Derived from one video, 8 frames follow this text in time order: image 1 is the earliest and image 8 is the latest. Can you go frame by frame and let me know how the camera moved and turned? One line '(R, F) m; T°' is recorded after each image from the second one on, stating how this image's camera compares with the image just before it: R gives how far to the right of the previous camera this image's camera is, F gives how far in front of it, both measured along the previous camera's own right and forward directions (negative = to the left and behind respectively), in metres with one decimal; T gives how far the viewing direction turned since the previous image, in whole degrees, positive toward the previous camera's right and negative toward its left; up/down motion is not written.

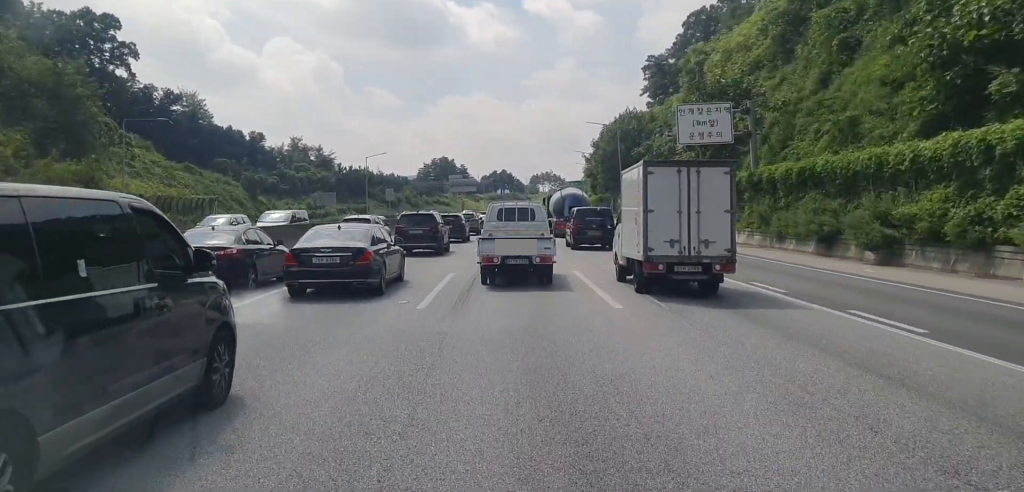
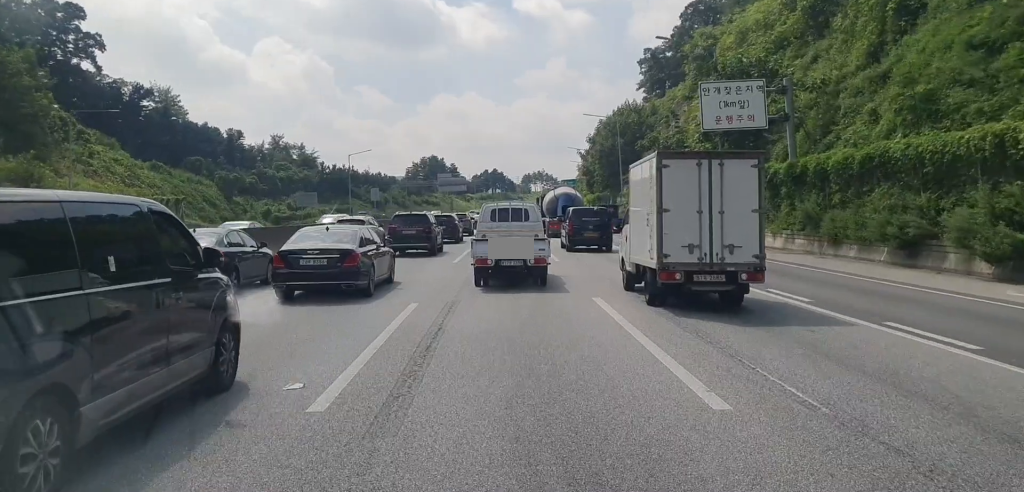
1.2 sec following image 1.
(+0.3, +7.0) m; 0°
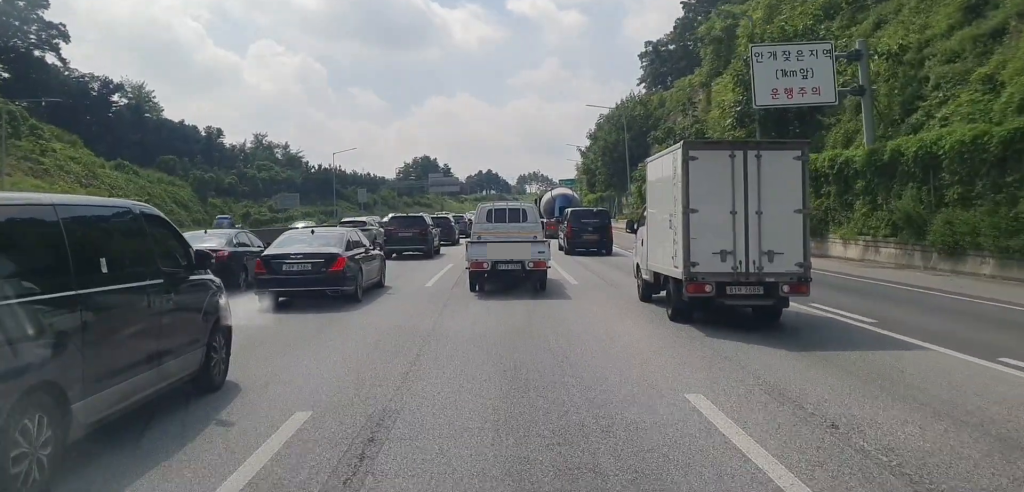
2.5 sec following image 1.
(-0.2, +7.8) m; 0°
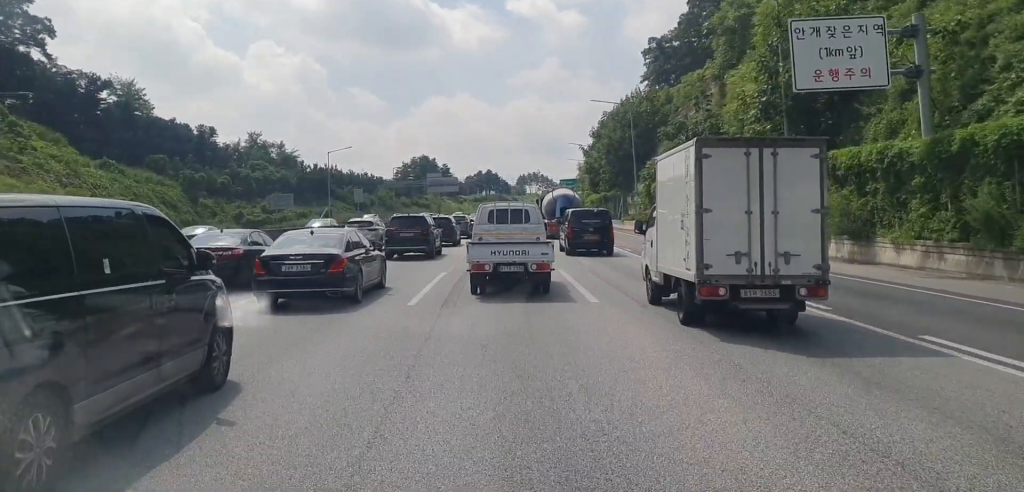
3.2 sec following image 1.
(+0.2, +4.1) m; 0°
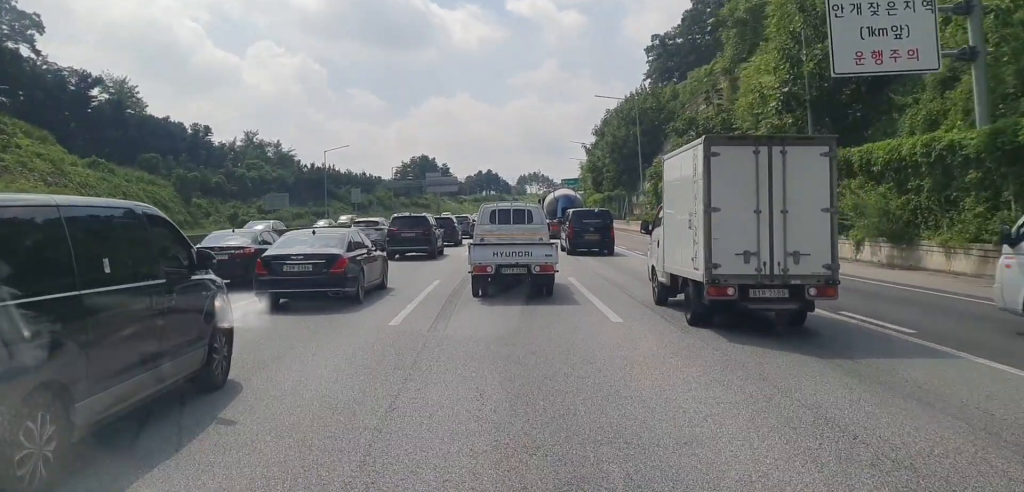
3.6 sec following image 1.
(-0.2, +2.6) m; 0°
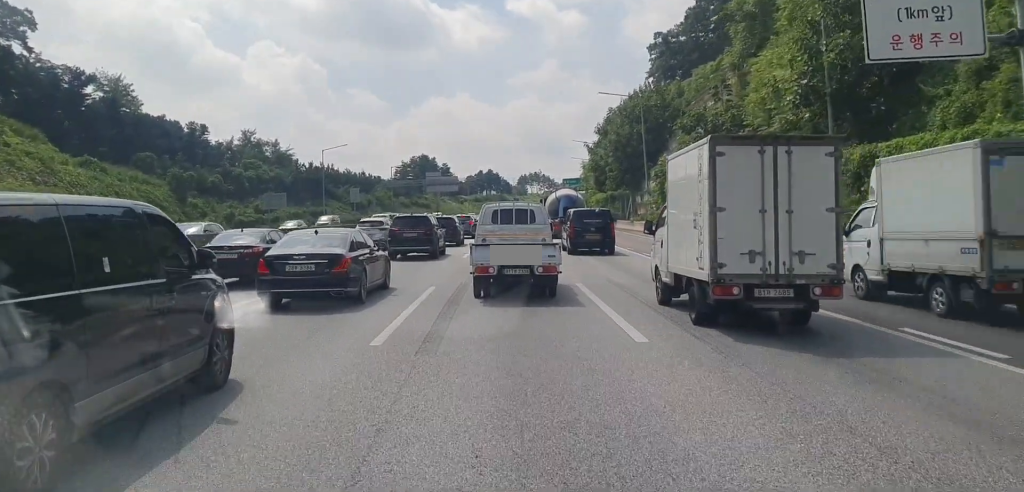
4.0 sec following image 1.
(-0.1, +2.2) m; 0°
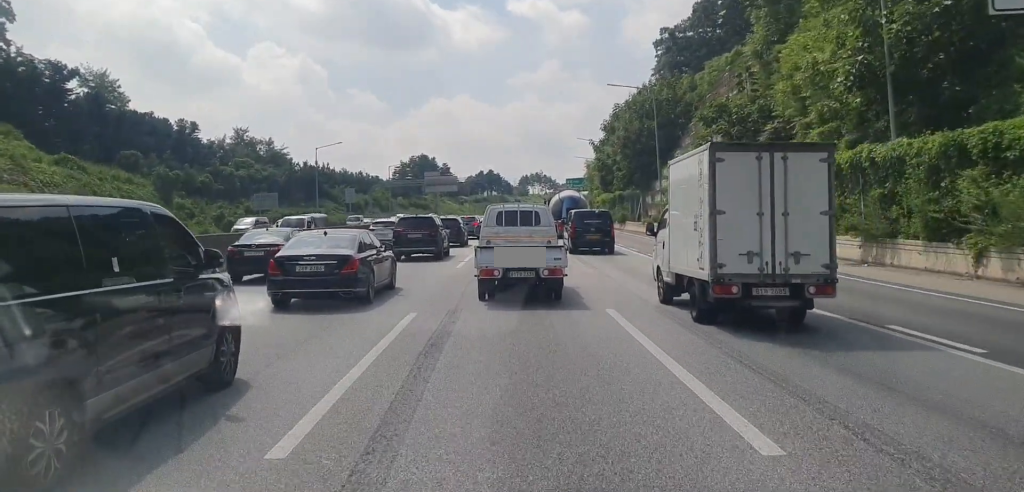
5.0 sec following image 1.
(+0.4, +4.8) m; +3°
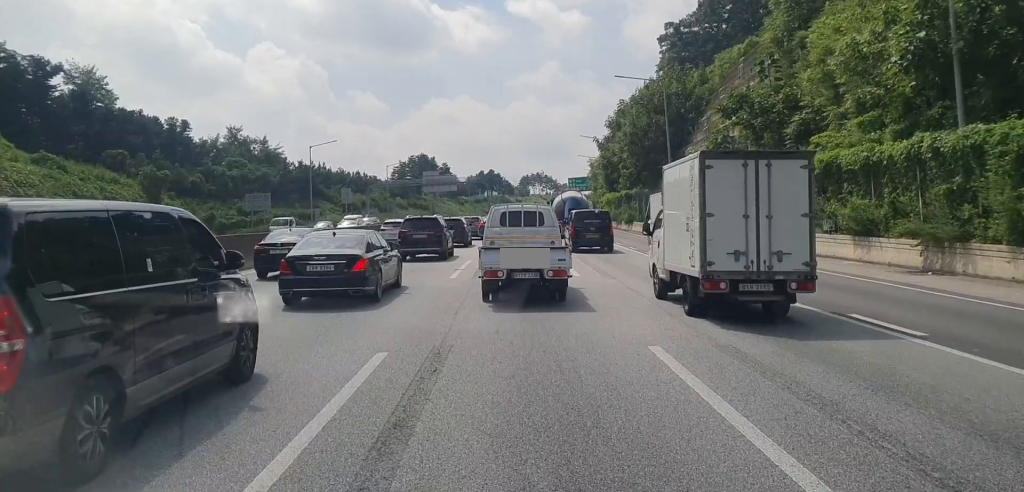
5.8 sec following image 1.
(-0.1, +4.1) m; 0°
